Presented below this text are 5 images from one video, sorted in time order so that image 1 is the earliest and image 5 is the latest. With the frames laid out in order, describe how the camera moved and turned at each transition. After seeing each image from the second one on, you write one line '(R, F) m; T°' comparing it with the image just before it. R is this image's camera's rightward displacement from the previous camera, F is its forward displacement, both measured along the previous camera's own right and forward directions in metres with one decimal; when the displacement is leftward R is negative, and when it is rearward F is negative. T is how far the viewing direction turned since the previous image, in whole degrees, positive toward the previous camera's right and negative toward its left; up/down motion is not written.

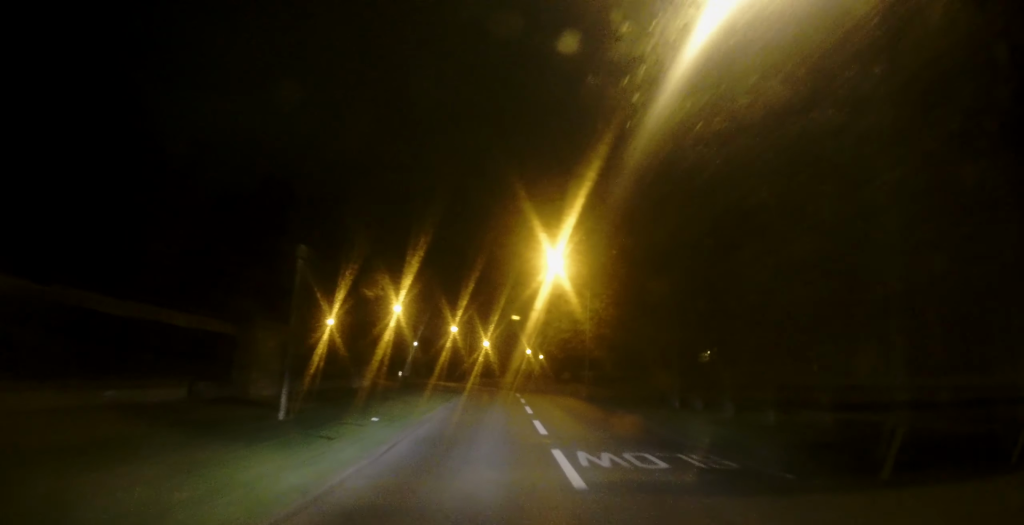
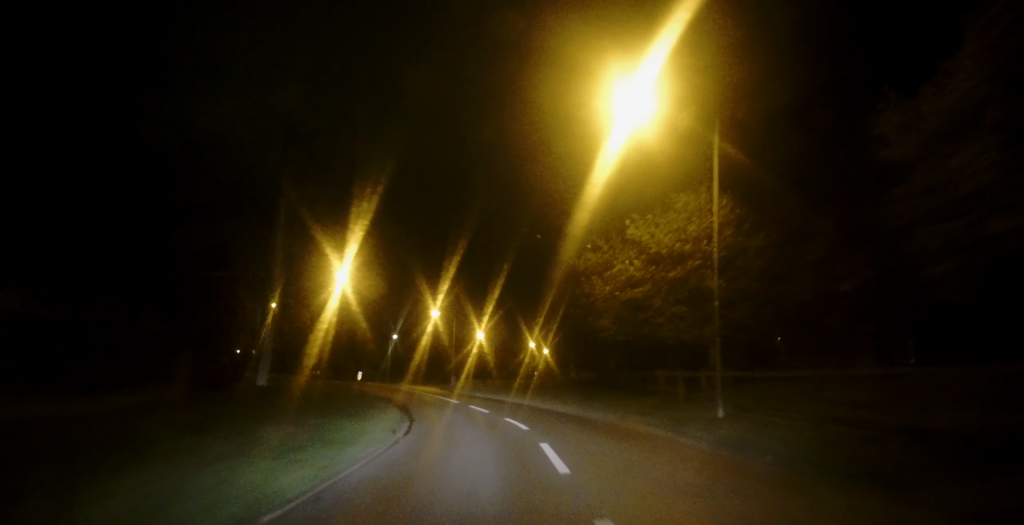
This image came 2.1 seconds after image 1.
(0.0, +23.4) m; -1°
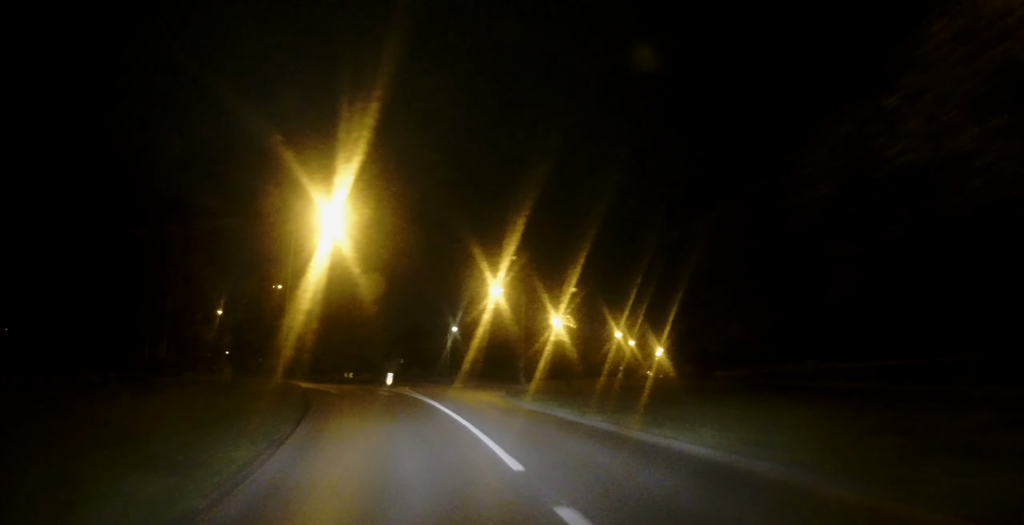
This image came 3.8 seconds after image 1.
(-0.6, +17.9) m; -6°
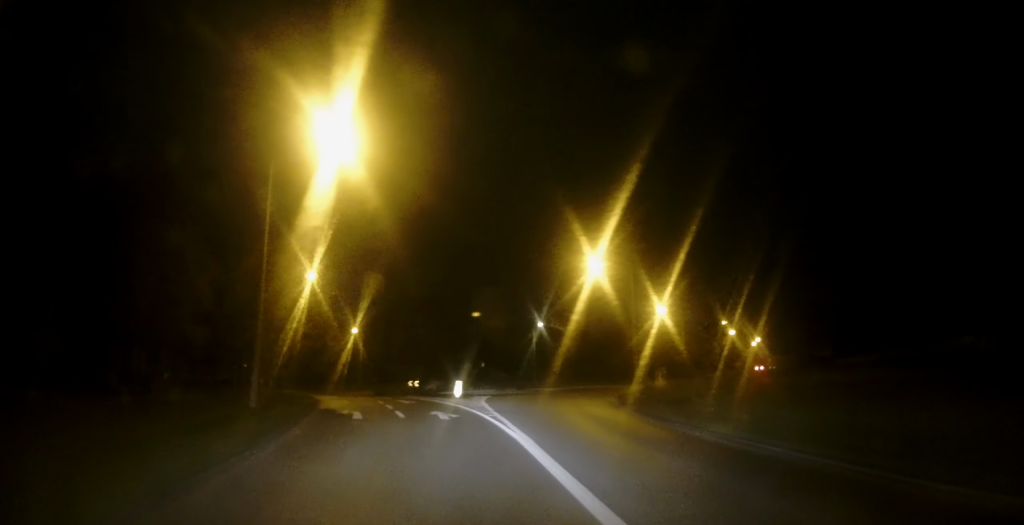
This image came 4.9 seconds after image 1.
(-0.7, +11.7) m; -7°
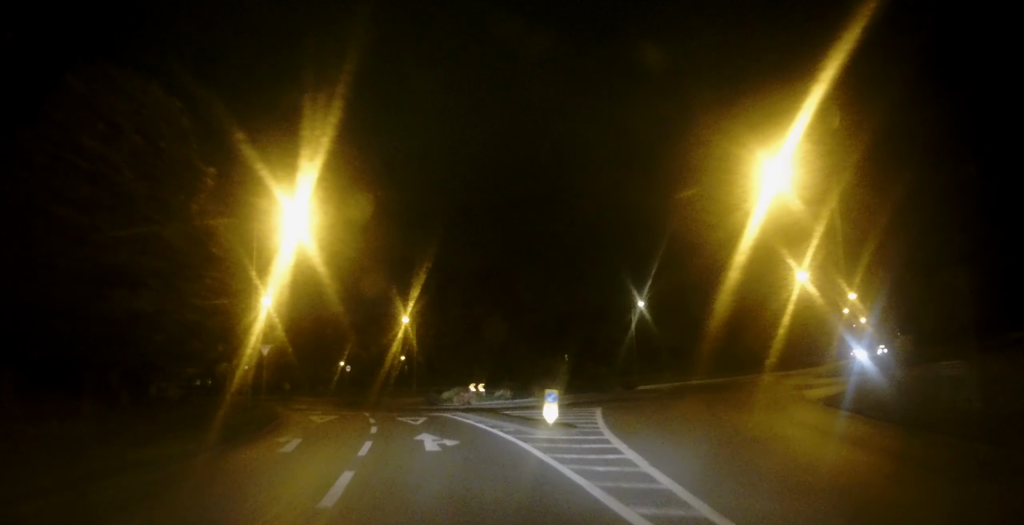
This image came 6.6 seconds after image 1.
(-1.4, +16.9) m; -11°
